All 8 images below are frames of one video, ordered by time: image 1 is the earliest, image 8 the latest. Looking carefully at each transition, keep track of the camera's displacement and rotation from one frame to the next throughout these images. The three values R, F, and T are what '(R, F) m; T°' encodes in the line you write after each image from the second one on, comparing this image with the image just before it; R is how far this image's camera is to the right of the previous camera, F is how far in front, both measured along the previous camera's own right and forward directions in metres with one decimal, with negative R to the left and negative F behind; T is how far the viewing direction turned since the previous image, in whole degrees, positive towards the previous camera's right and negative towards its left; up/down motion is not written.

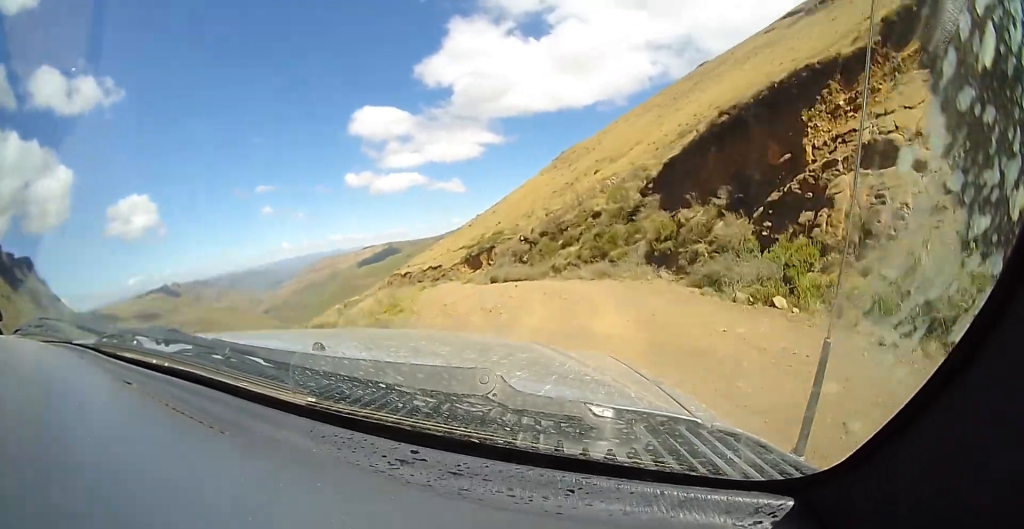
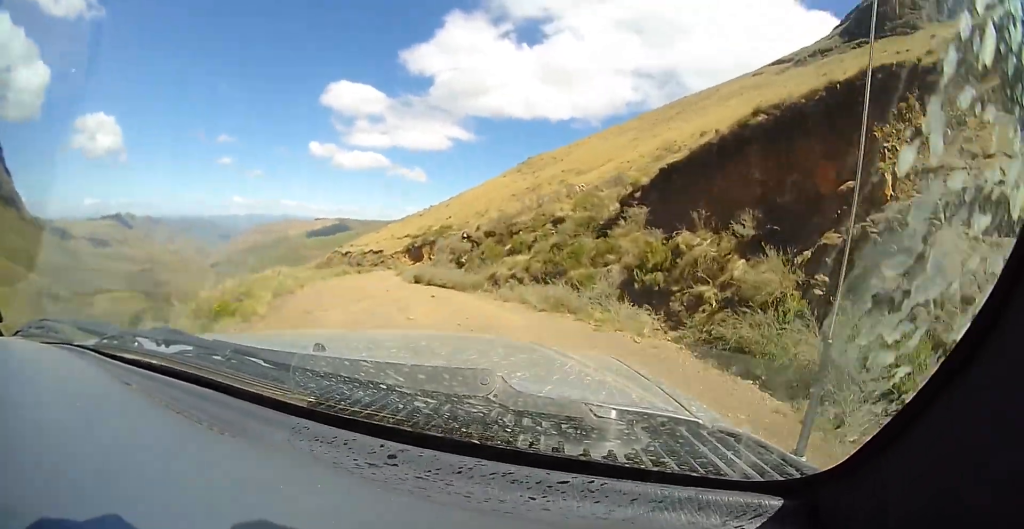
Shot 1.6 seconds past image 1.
(+0.7, +5.6) m; -4°
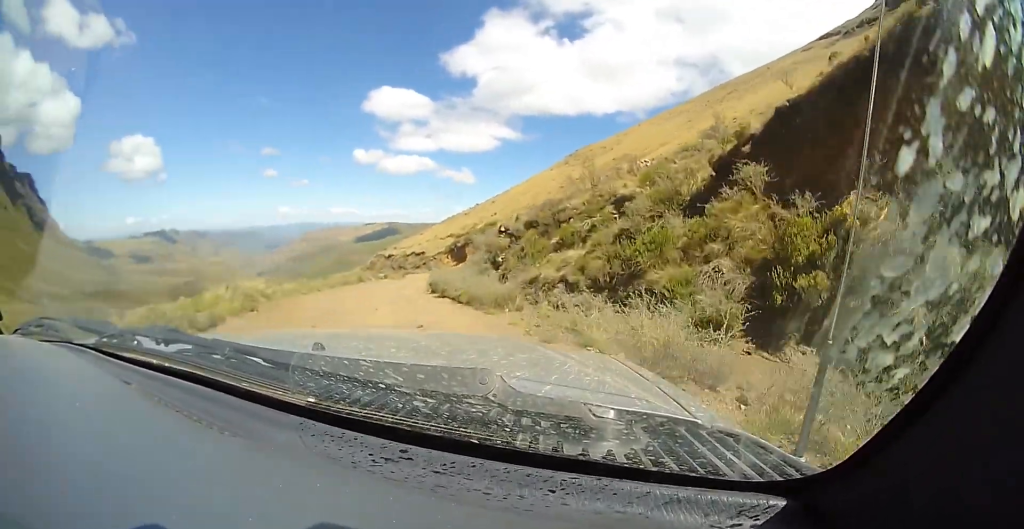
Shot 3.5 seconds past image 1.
(+0.2, +6.2) m; -6°
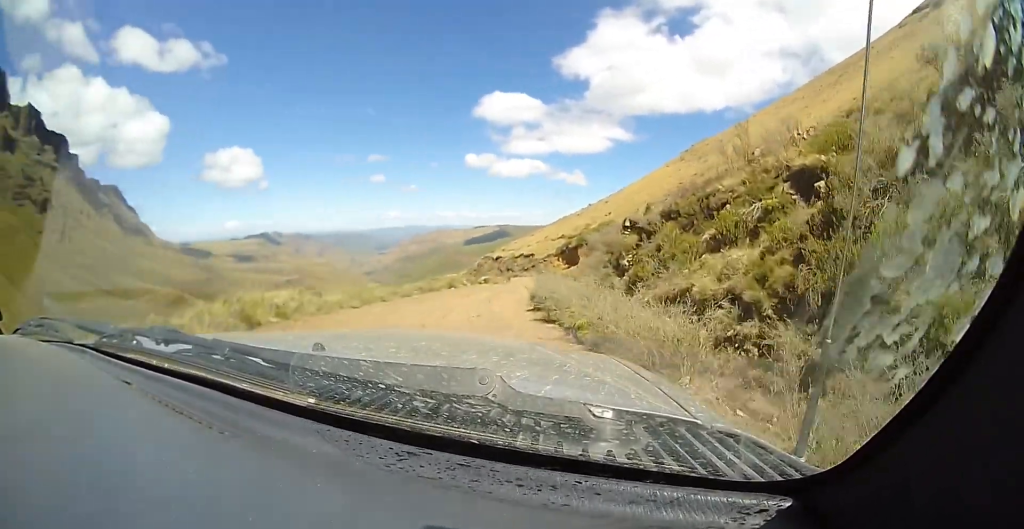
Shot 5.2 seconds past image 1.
(-1.3, +5.6) m; -8°
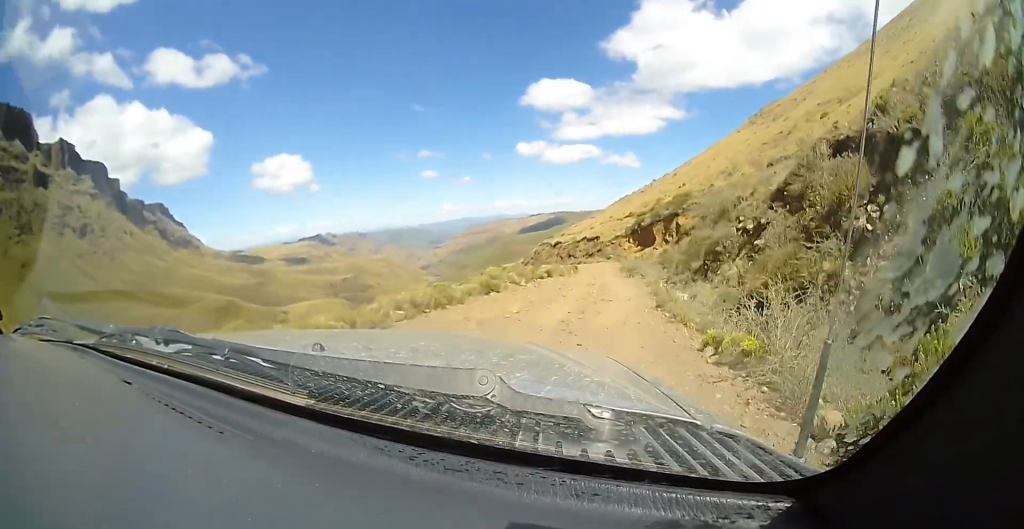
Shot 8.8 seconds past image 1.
(-1.5, +11.5) m; -9°
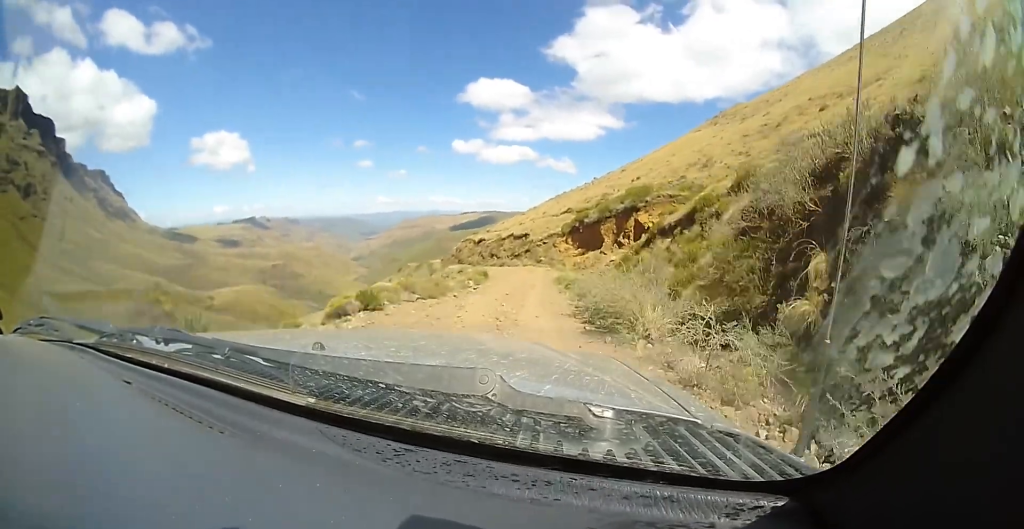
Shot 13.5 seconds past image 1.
(-0.6, +14.4) m; -2°
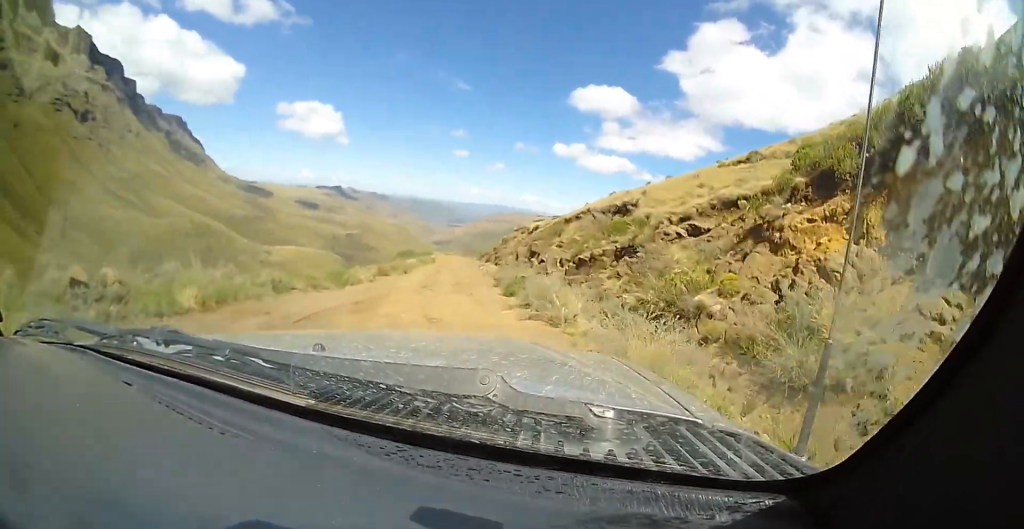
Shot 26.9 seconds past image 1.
(+1.3, +40.6) m; -7°
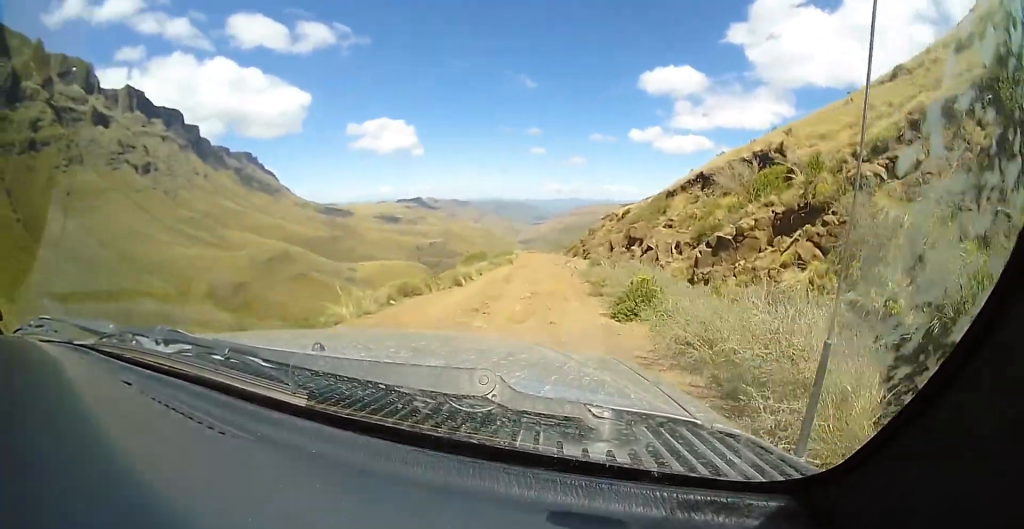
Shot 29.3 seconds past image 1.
(-0.5, +5.9) m; 0°
